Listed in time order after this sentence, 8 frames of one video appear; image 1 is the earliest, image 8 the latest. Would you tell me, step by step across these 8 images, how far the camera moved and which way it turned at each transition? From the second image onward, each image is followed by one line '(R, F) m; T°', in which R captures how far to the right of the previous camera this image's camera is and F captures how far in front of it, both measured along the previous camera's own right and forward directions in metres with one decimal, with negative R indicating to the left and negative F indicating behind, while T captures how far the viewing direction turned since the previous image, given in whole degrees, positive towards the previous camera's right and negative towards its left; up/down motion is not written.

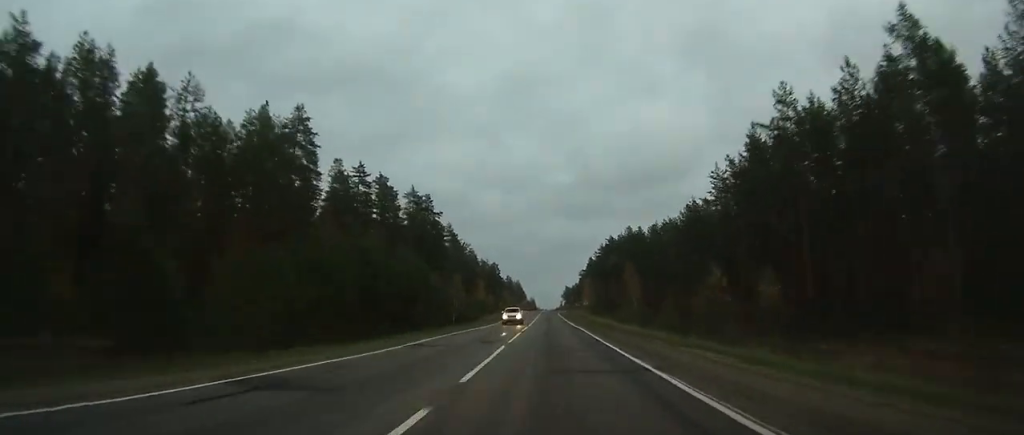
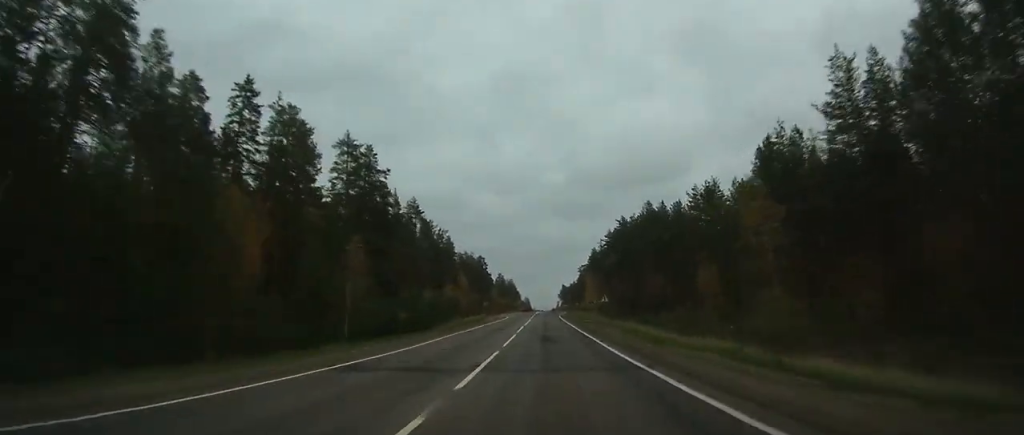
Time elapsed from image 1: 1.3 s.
(+0.1, +35.0) m; 0°
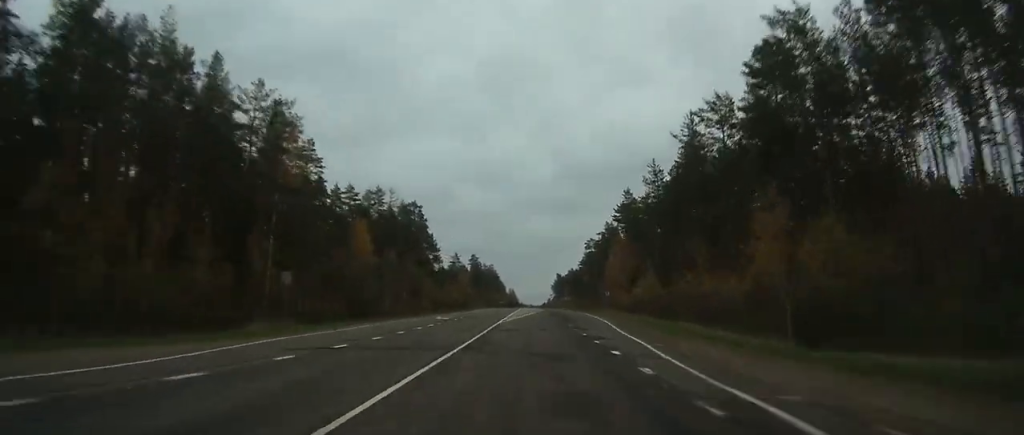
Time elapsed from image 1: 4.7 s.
(+0.6, +93.1) m; +1°
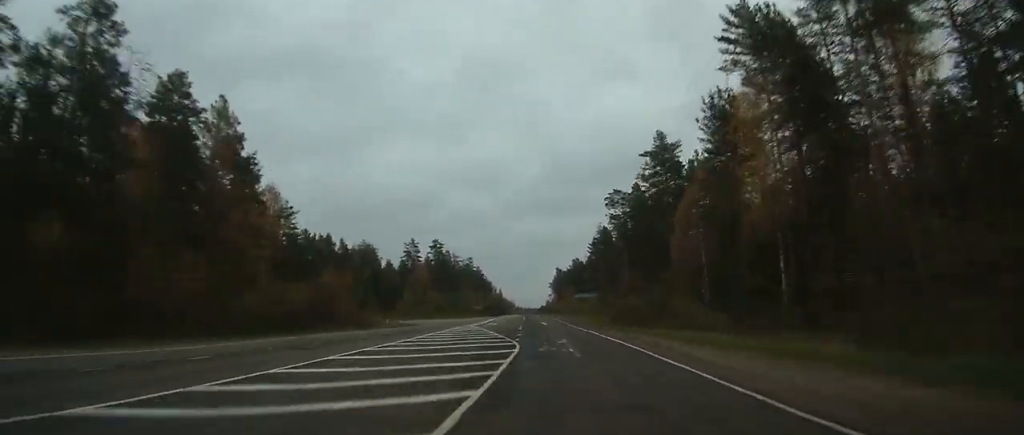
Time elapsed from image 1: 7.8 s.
(+0.3, +86.1) m; 0°
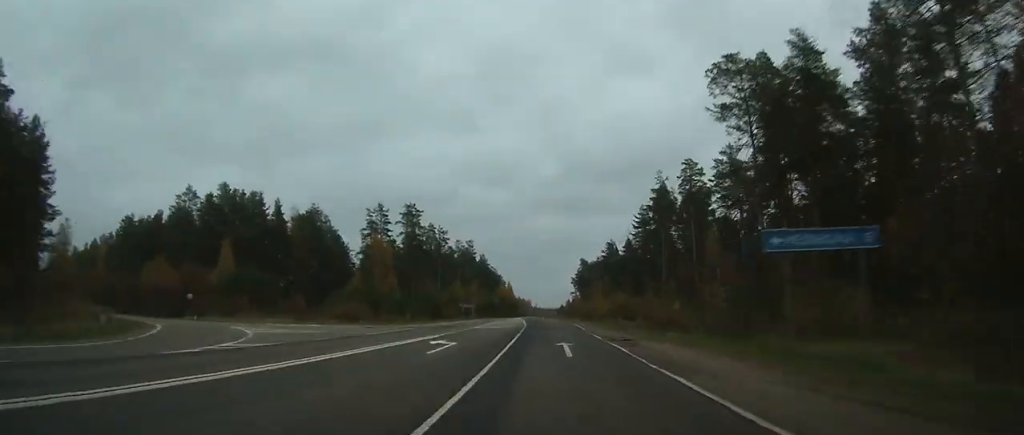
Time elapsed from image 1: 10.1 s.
(-0.5, +61.2) m; -1°
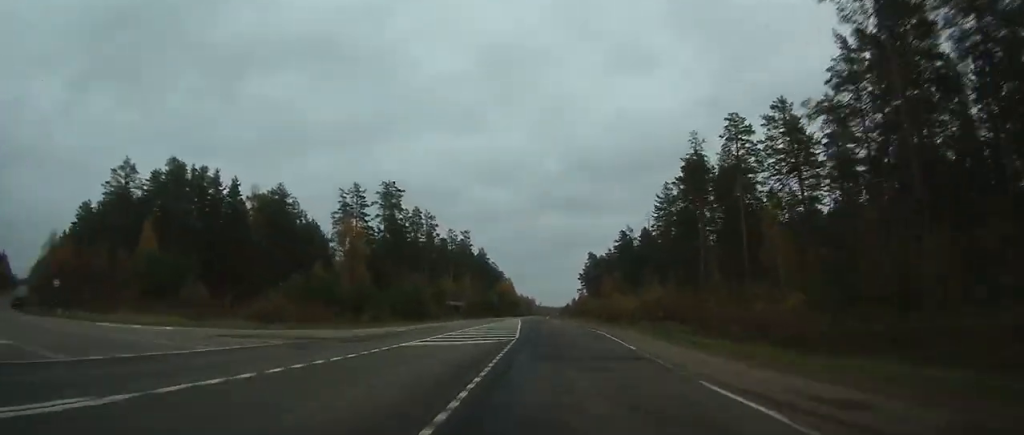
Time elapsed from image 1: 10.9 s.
(-0.1, +21.0) m; 0°
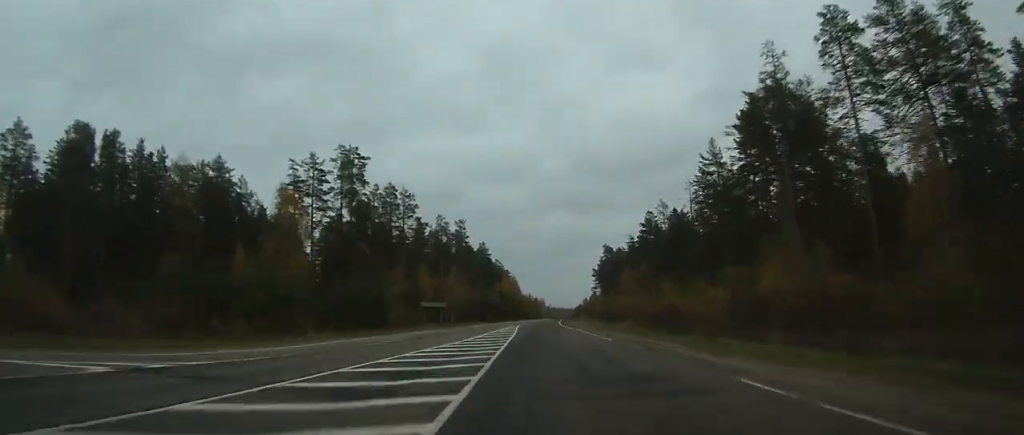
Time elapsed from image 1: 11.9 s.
(-0.2, +25.9) m; 0°
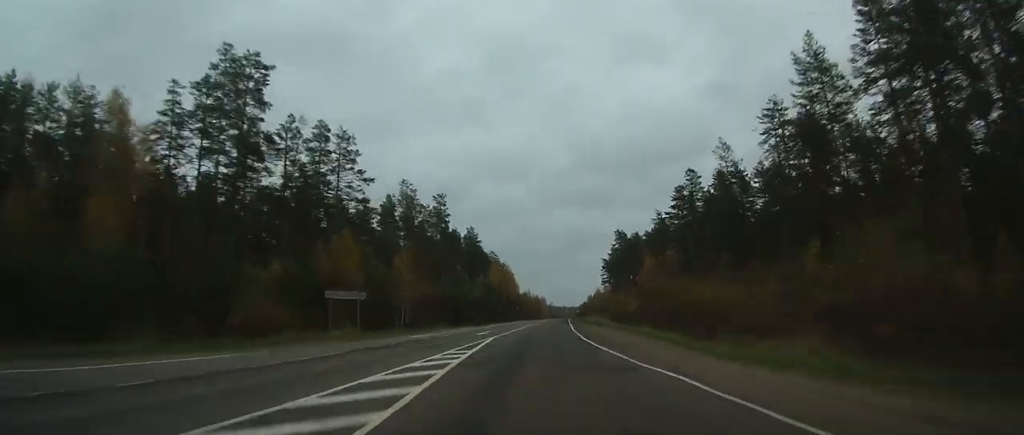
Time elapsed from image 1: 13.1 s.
(0.0, +31.1) m; 0°
